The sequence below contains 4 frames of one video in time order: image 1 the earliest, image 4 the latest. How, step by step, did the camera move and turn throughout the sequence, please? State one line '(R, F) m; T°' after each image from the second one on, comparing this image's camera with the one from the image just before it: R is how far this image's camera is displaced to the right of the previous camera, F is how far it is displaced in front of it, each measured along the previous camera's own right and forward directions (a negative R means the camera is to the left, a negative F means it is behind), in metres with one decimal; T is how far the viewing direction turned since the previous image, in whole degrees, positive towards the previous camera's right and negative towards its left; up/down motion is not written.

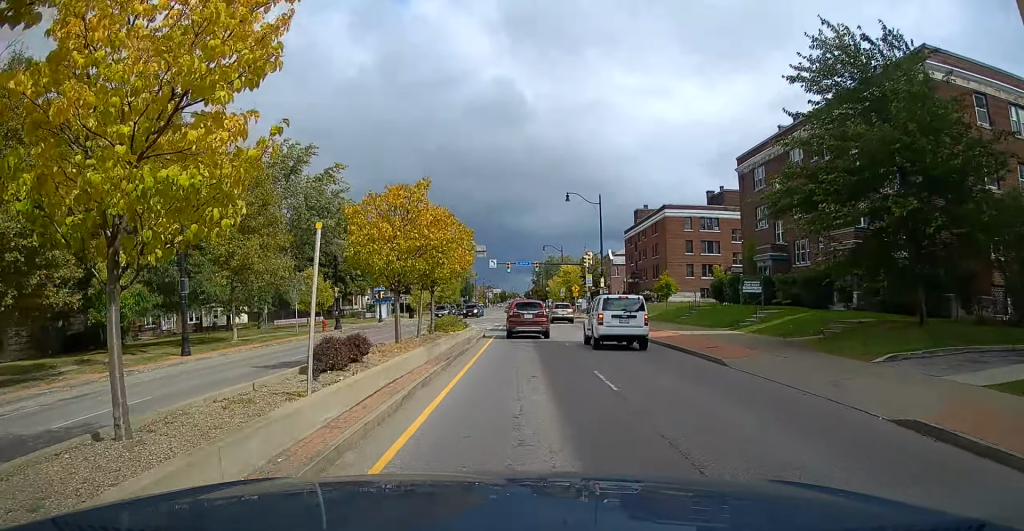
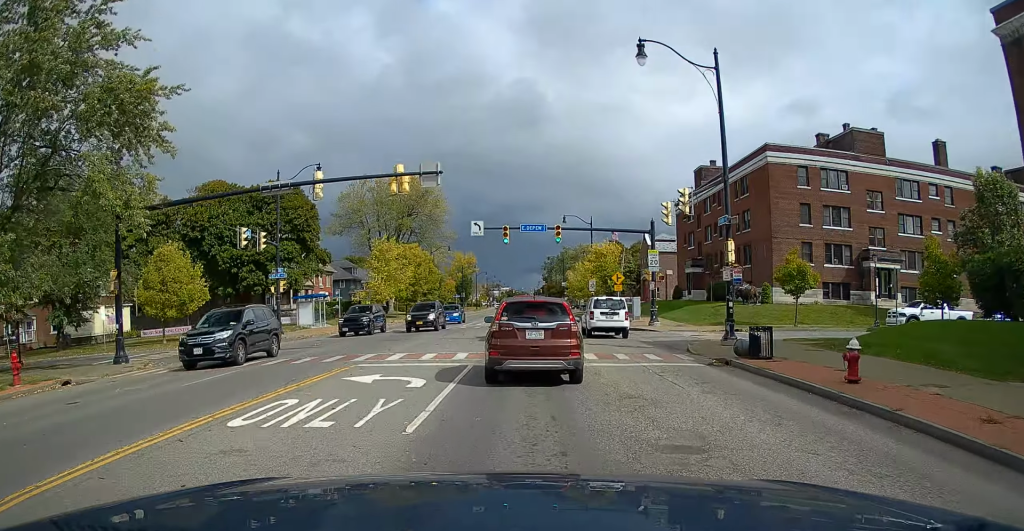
(+0.6, +37.9) m; 0°
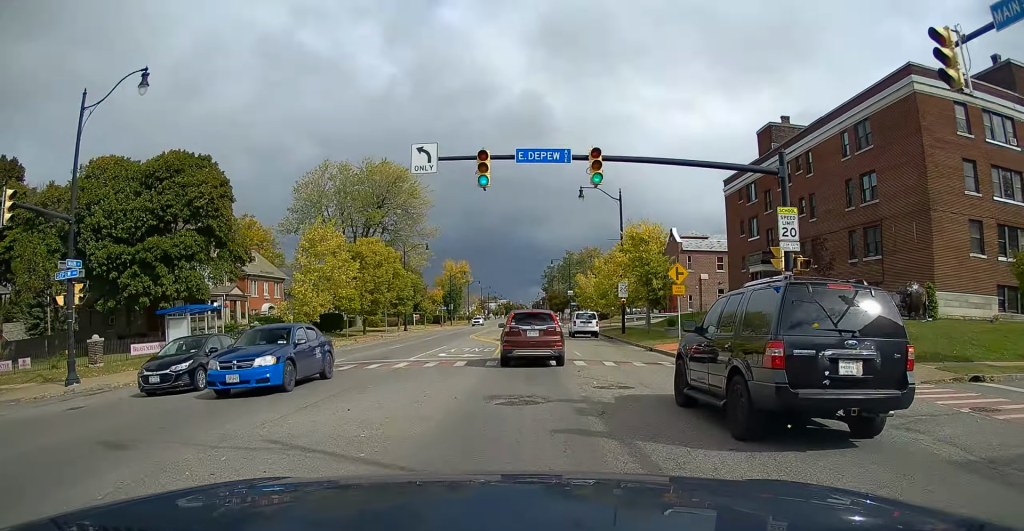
(-0.3, +24.6) m; -2°
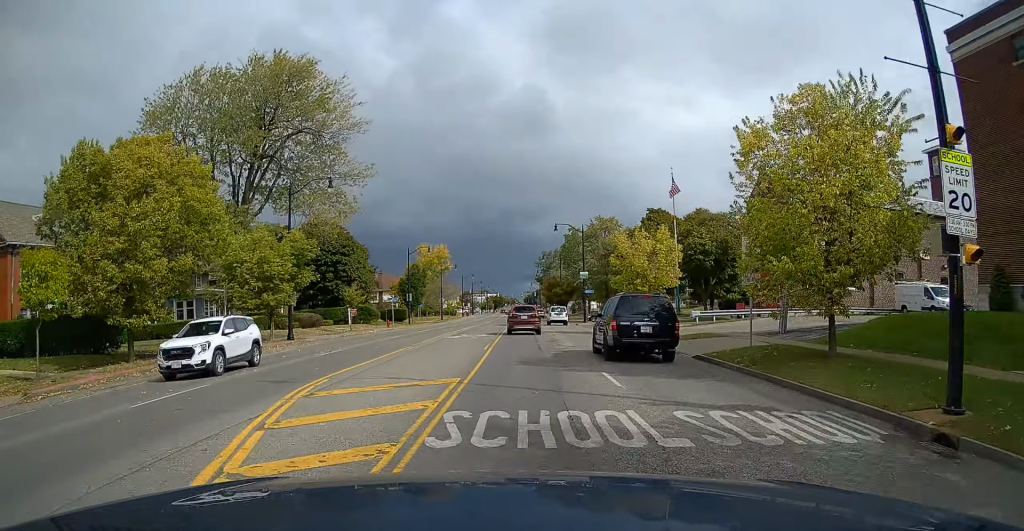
(-0.8, +37.3) m; -1°
